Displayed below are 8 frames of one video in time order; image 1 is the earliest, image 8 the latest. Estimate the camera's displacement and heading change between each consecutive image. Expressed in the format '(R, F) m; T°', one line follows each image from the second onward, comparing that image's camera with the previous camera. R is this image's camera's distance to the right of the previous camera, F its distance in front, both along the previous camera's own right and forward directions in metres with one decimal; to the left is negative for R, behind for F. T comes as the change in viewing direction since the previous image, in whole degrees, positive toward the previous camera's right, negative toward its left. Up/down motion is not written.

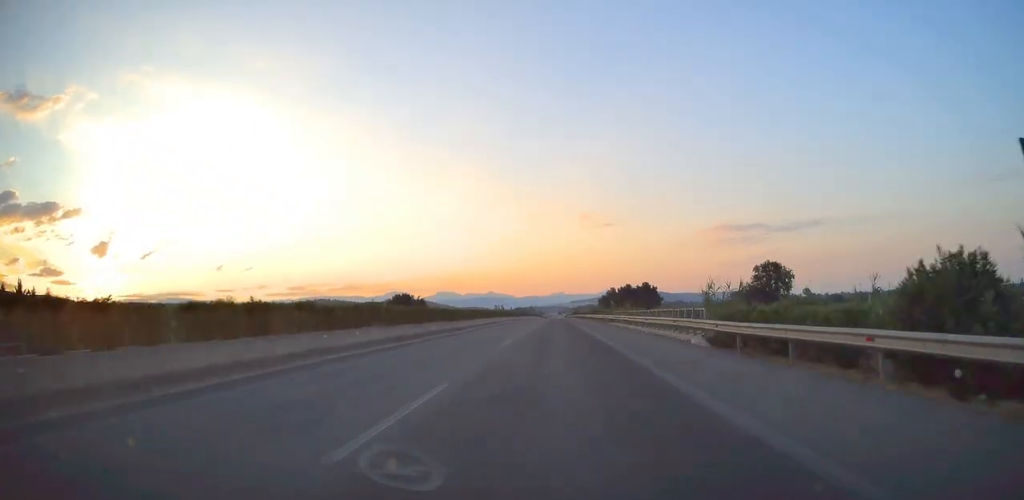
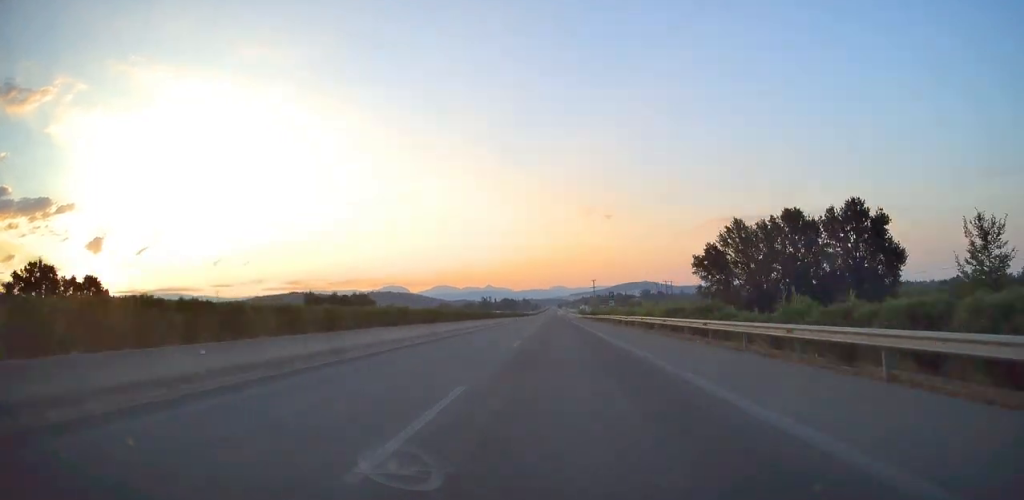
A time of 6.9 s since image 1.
(-0.3, +238.2) m; 0°
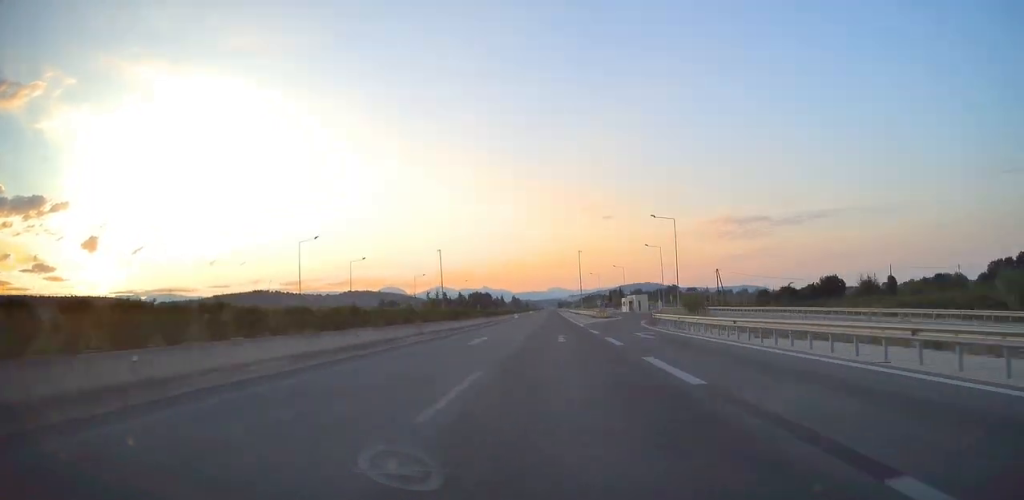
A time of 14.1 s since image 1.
(+0.3, +249.3) m; 0°
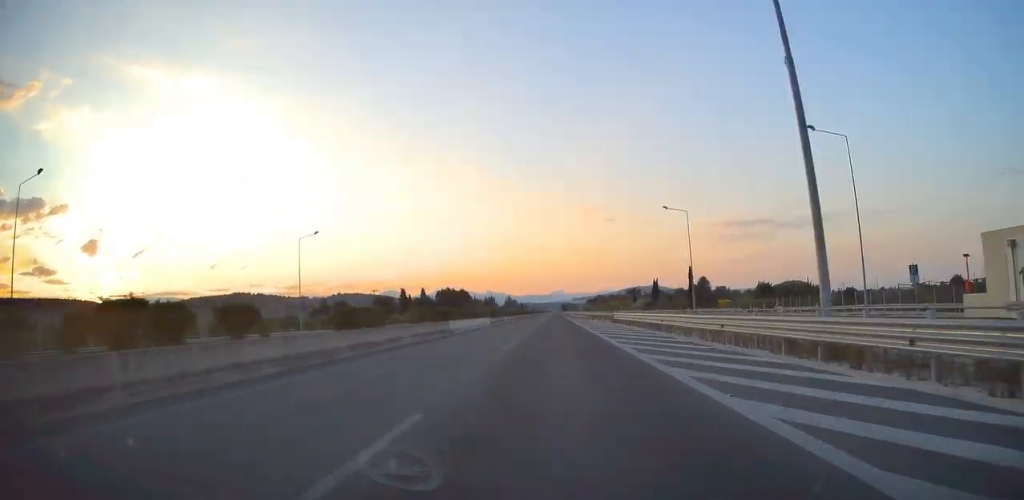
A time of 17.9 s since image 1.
(-0.1, +130.0) m; 0°
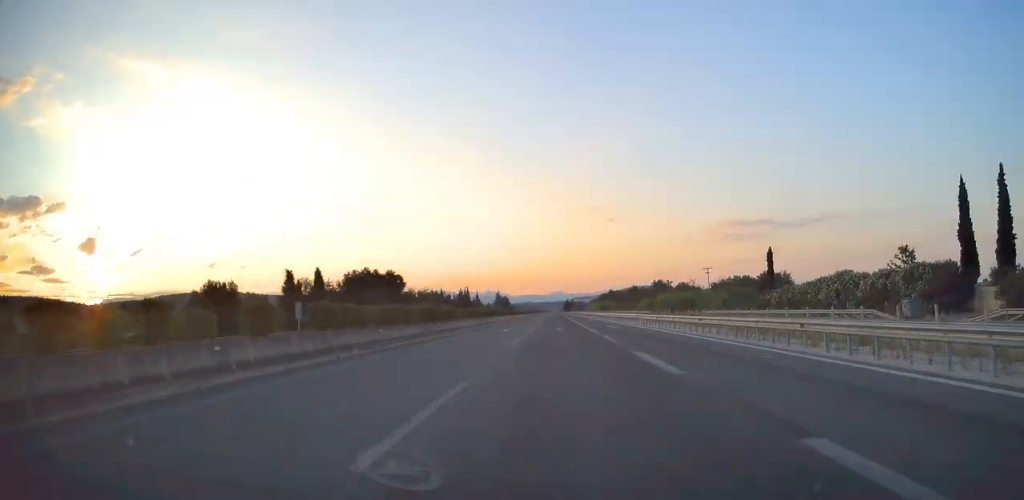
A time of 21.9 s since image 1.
(-0.1, +139.2) m; 0°
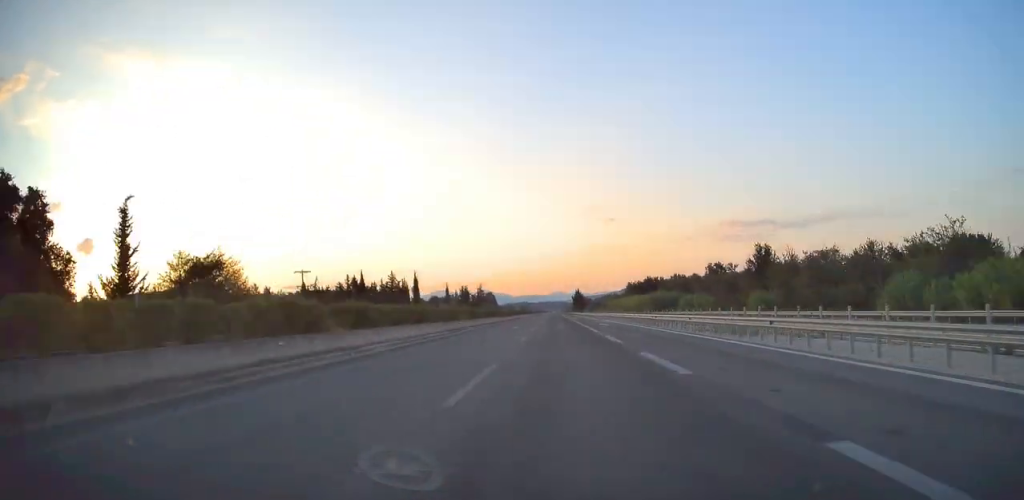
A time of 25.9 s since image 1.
(+0.1, +139.3) m; 0°
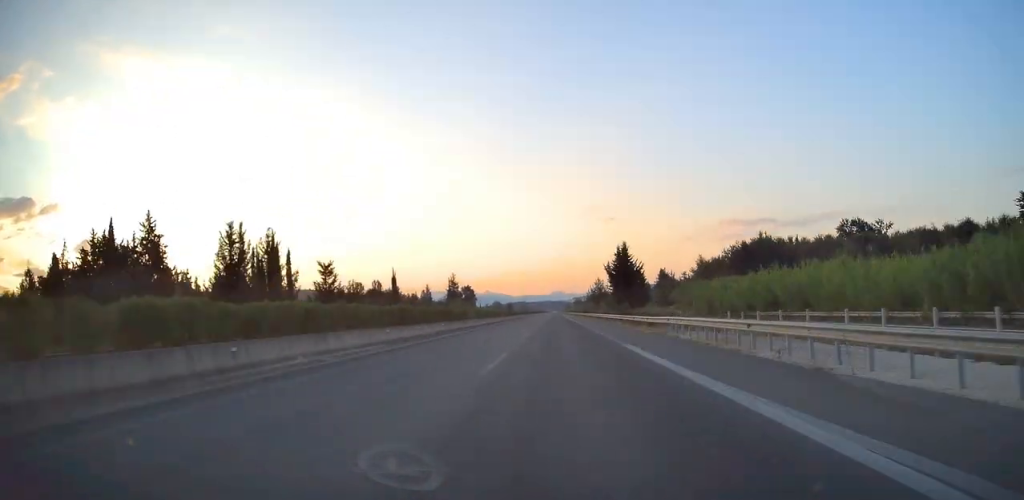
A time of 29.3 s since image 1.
(0.0, +120.7) m; 0°
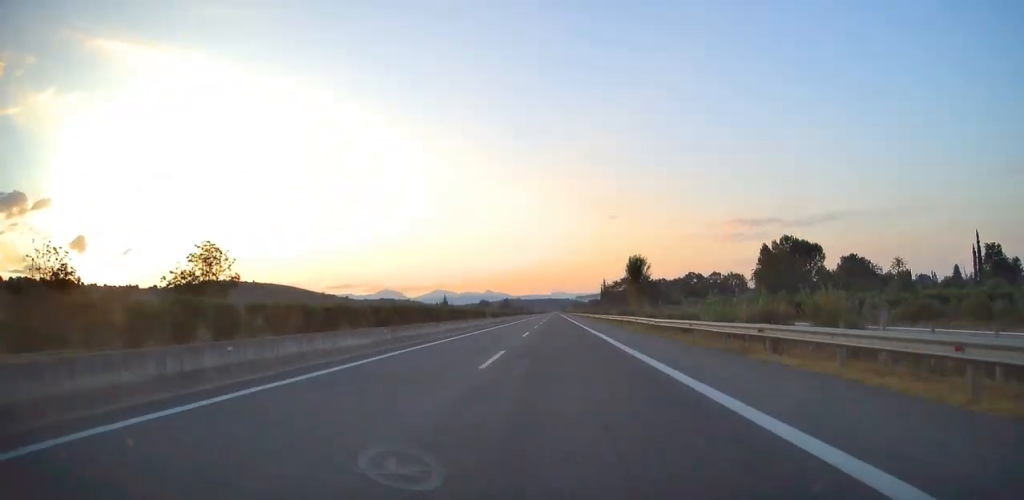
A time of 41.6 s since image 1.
(+0.8, +426.8) m; 0°
